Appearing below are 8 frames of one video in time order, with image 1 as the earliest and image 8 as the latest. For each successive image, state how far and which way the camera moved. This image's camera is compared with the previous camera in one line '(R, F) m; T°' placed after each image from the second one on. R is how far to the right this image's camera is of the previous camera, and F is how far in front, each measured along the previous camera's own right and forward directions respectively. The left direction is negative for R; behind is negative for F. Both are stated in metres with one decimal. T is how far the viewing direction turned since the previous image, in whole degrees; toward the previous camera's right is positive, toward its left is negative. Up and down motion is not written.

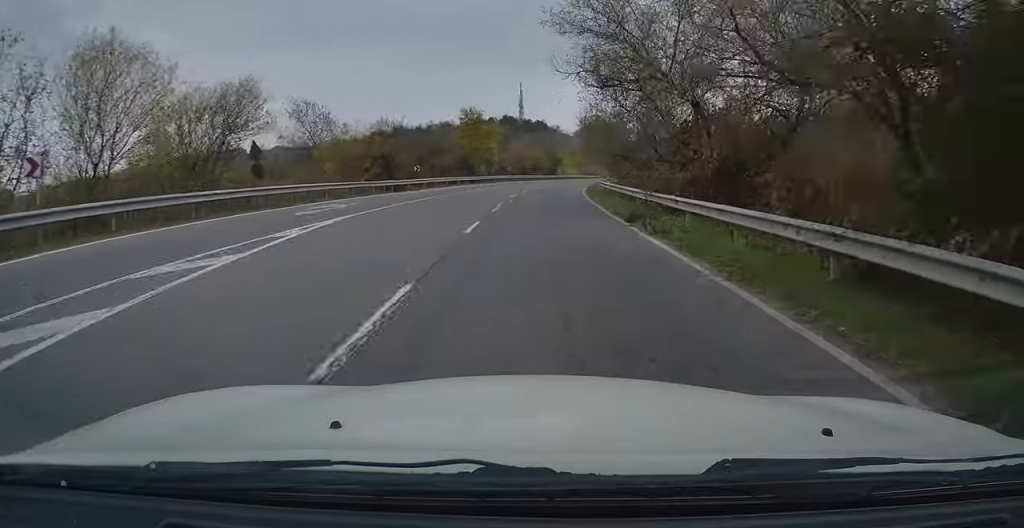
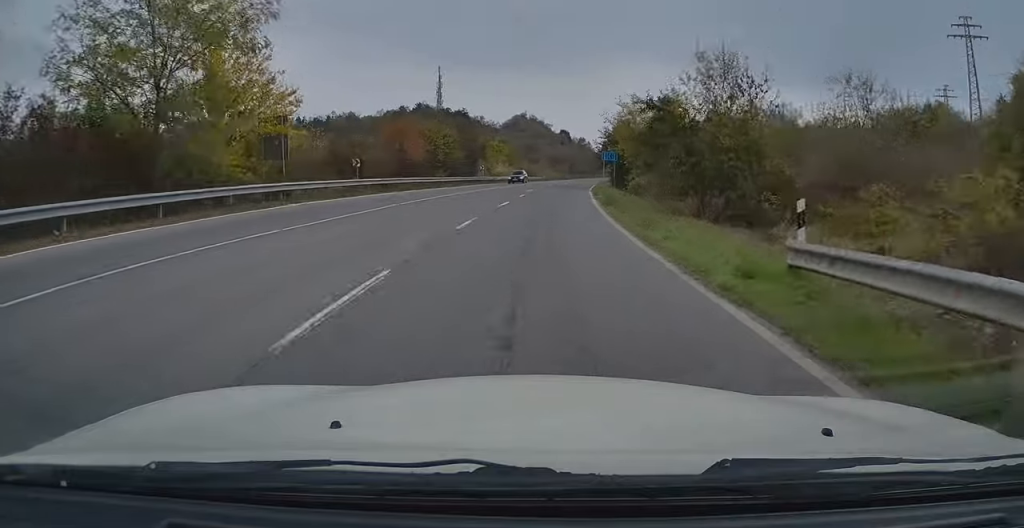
(+2.3, +52.5) m; +6°
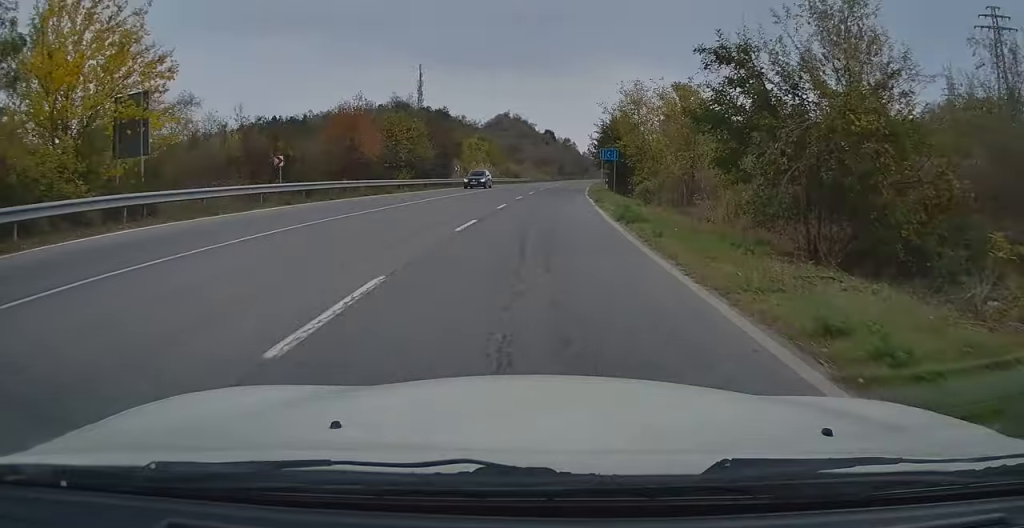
(-0.1, +9.5) m; +2°
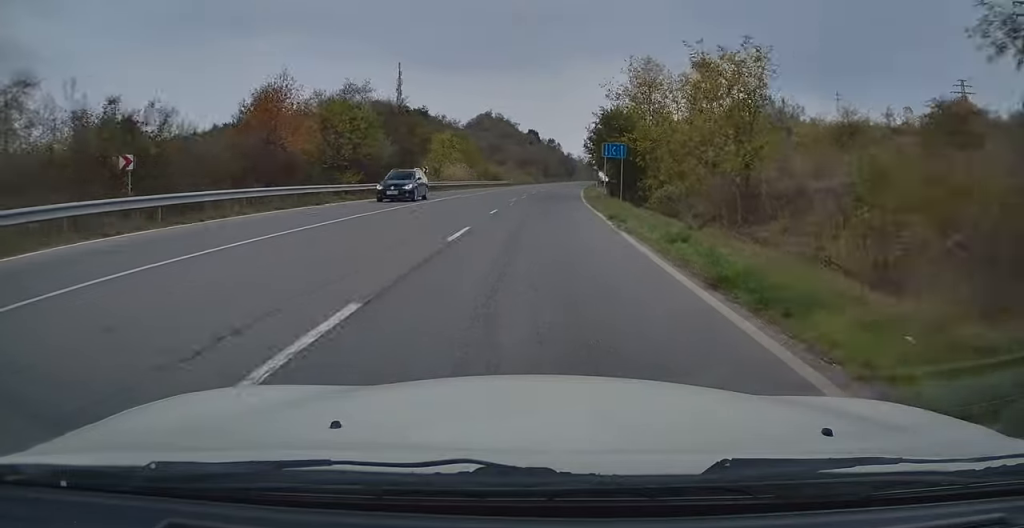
(+0.4, +10.2) m; +1°
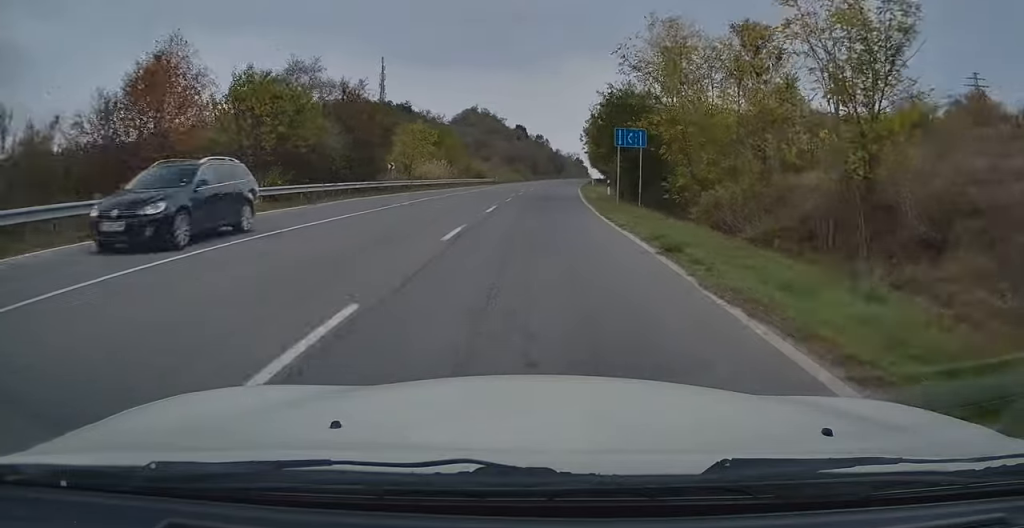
(+0.1, +8.9) m; +1°
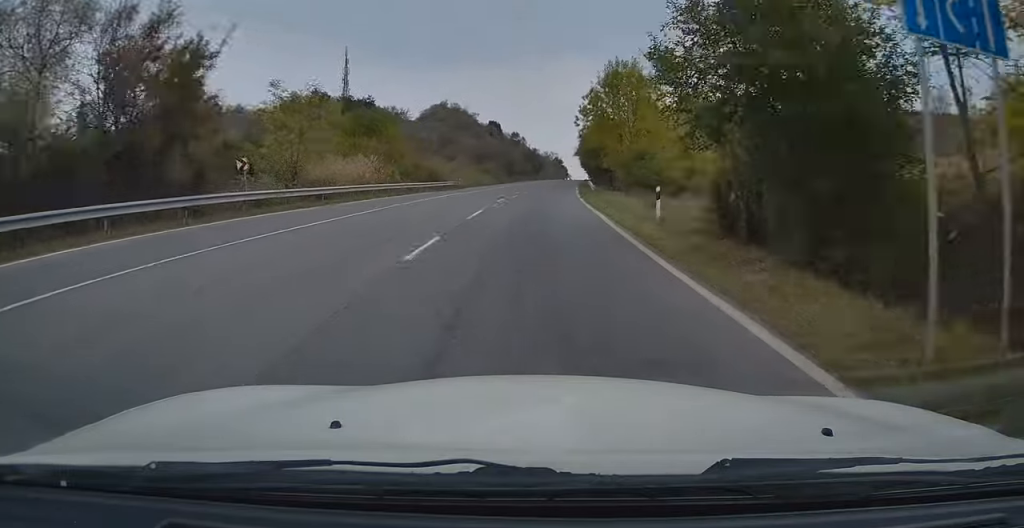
(+0.2, +20.4) m; +2°
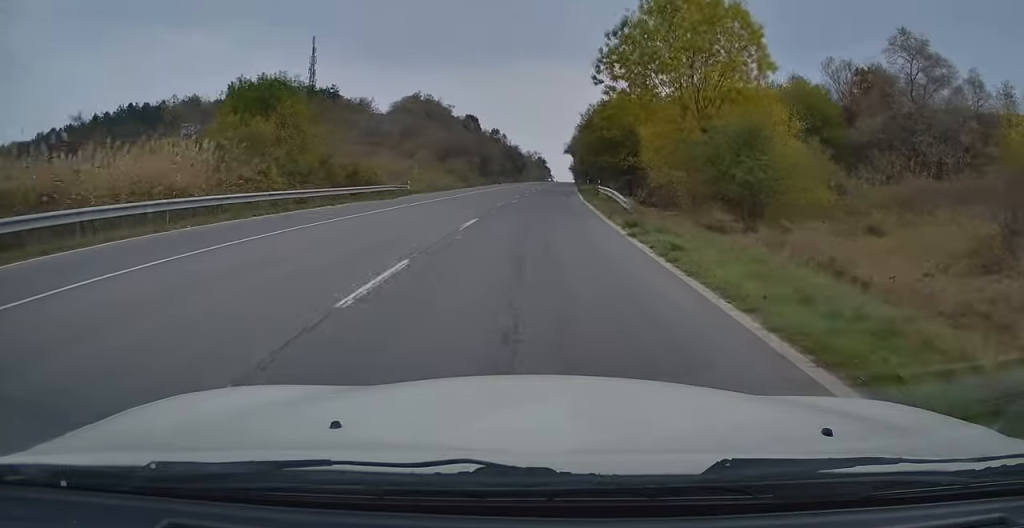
(+0.4, +20.8) m; +1°
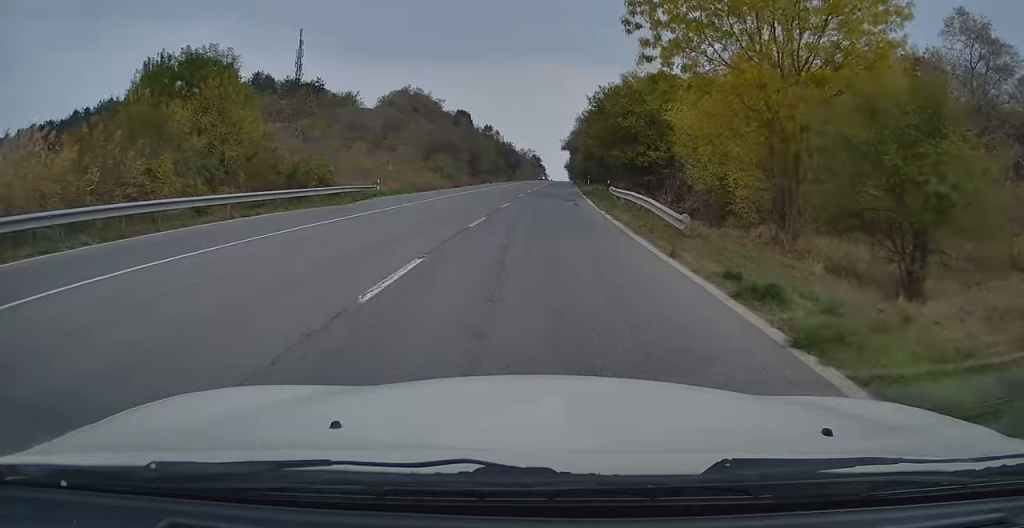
(0.0, +8.6) m; 0°
